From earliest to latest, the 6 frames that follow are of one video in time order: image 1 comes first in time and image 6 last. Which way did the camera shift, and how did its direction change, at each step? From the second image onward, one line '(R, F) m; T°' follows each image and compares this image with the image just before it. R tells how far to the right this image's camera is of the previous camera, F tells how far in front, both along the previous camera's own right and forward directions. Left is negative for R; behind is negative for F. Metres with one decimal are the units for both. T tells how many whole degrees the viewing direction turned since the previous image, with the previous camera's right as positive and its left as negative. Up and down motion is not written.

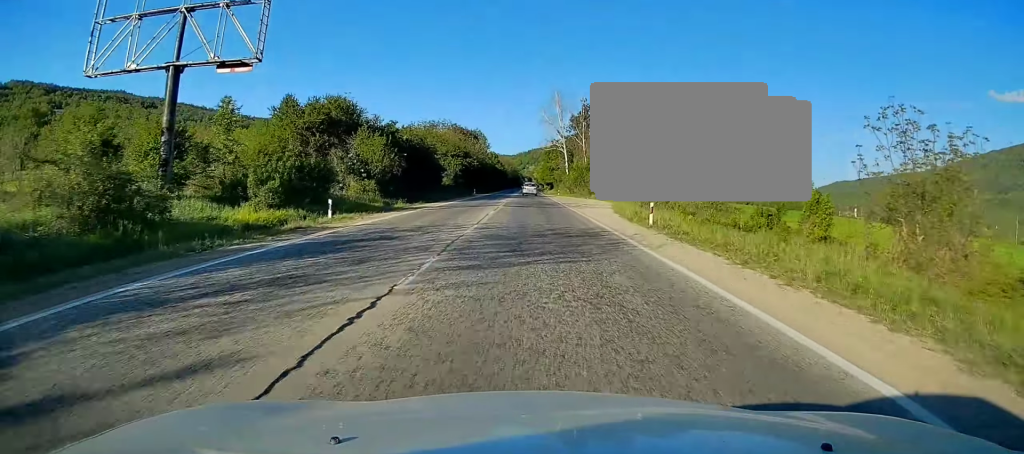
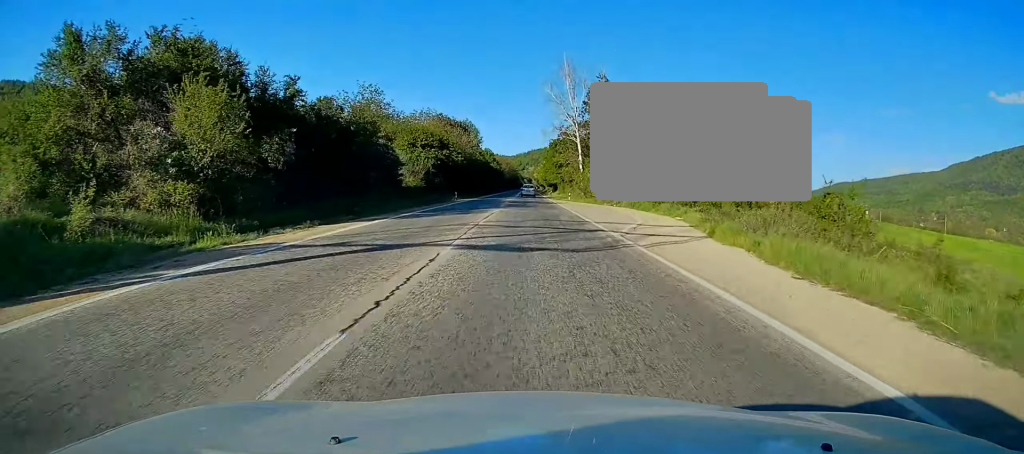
(0.0, +23.3) m; +1°
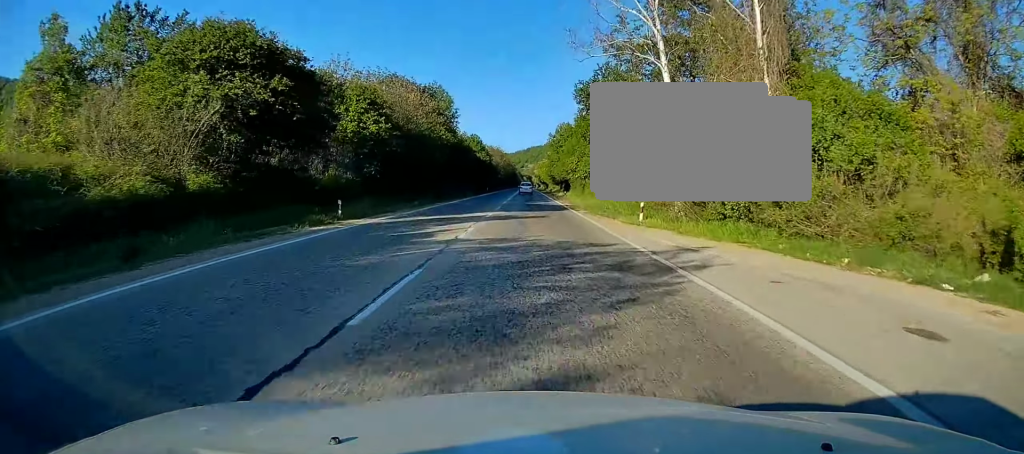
(+0.3, +41.4) m; 0°
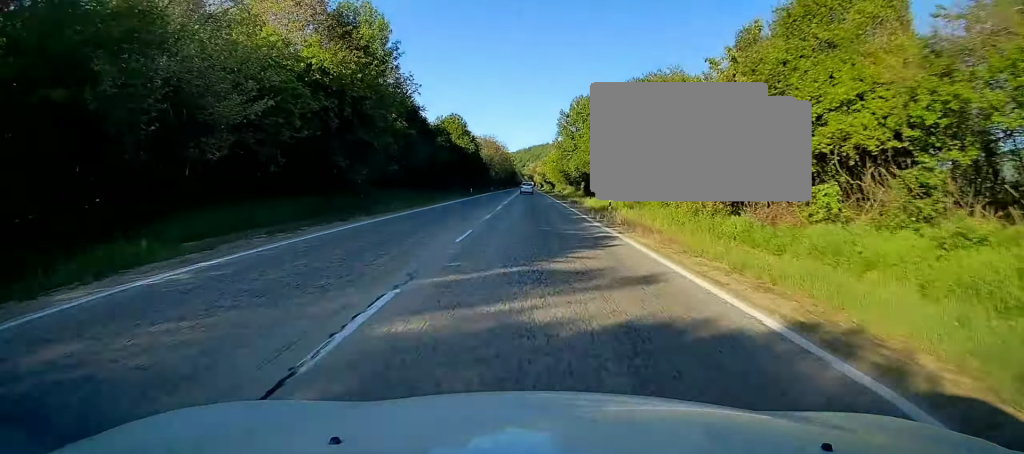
(-0.2, +37.3) m; 0°
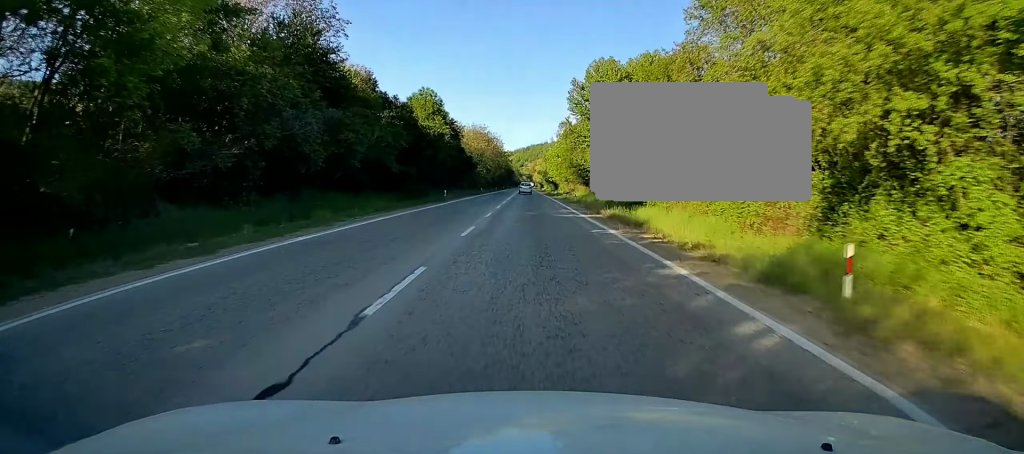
(0.0, +25.3) m; 0°
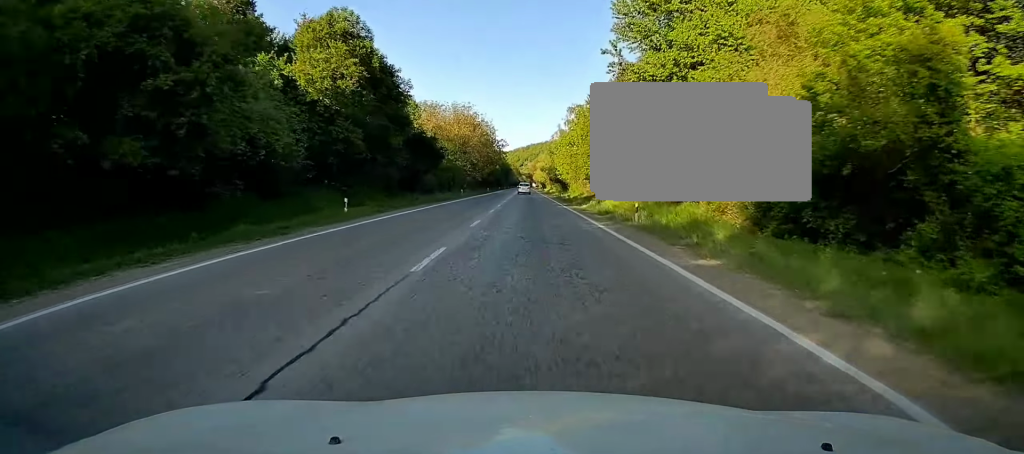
(+0.1, +32.3) m; +1°
